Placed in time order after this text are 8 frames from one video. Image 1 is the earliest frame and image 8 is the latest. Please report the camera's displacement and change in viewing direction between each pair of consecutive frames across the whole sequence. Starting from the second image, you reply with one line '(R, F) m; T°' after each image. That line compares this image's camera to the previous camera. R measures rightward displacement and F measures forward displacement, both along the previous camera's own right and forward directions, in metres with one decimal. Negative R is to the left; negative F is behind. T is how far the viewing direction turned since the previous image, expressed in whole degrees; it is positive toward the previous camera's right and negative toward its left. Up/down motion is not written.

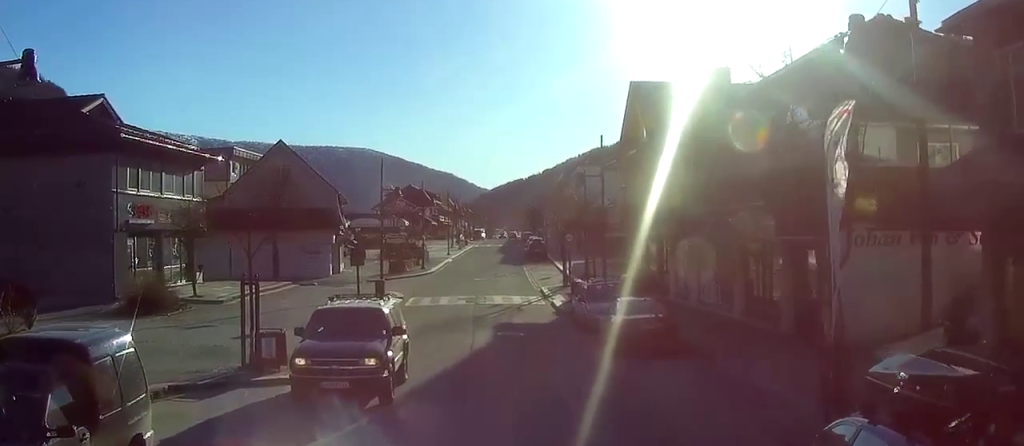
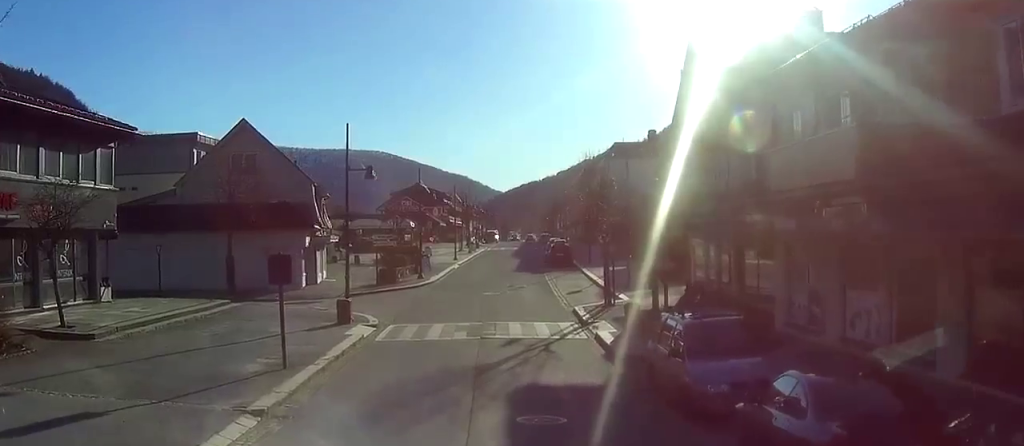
(-1.3, +16.9) m; -3°
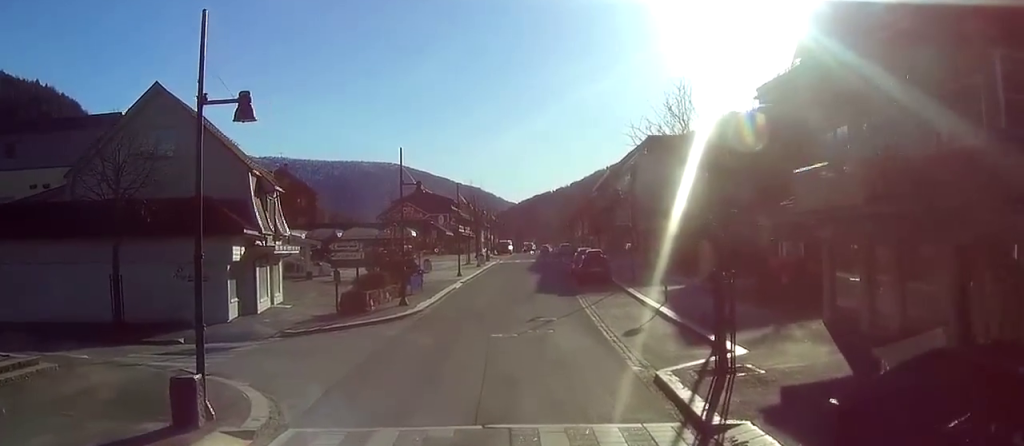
(+1.2, +21.7) m; +7°
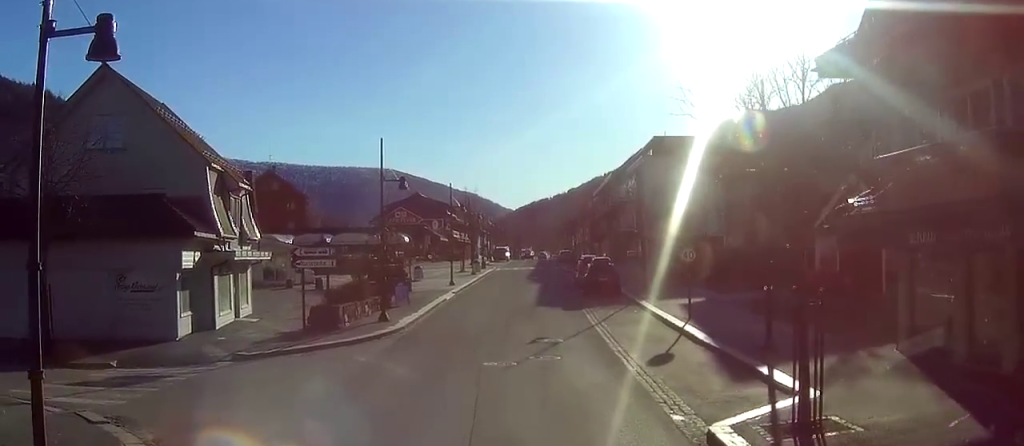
(0.0, +7.0) m; +3°
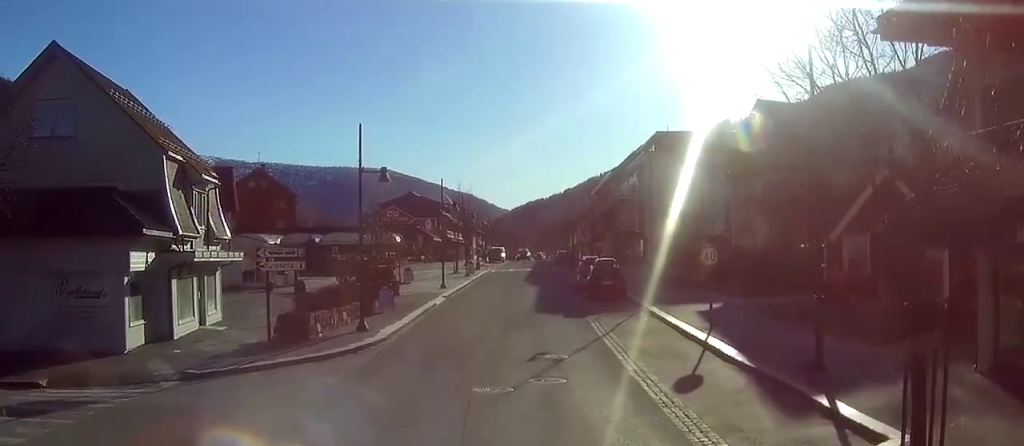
(+0.3, +5.2) m; -3°
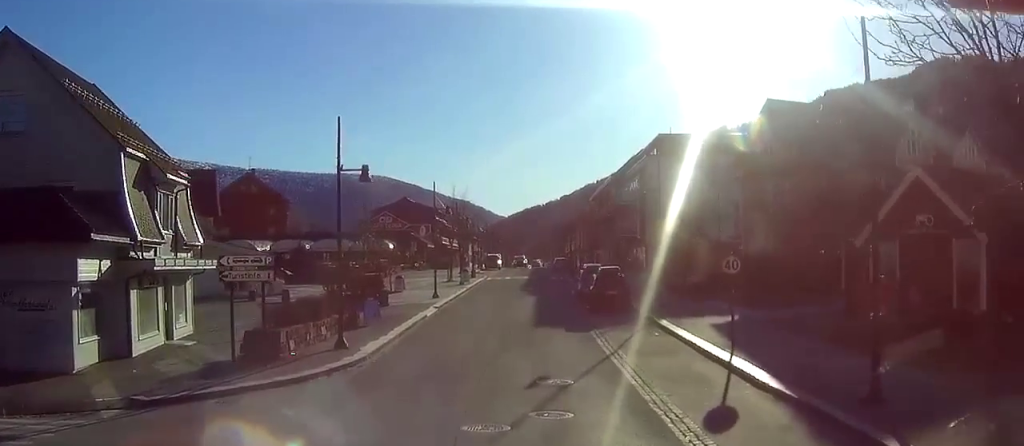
(+0.5, +4.1) m; -3°
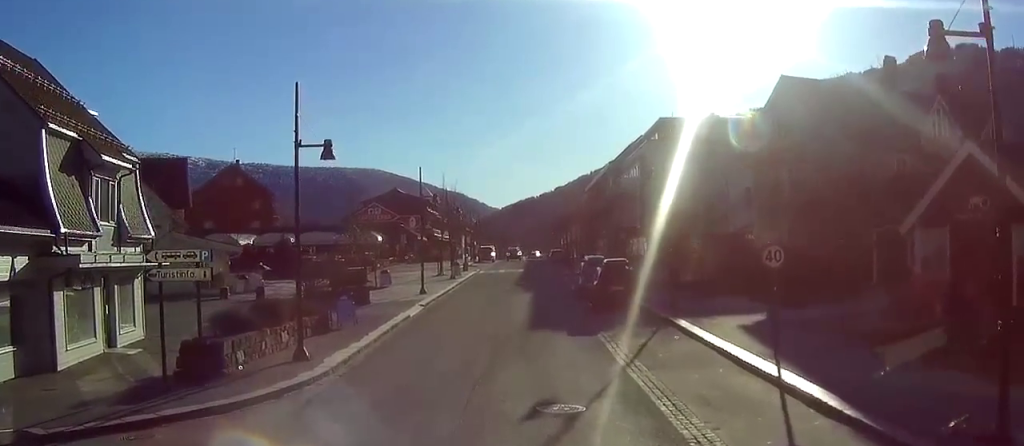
(-0.9, +5.8) m; -6°
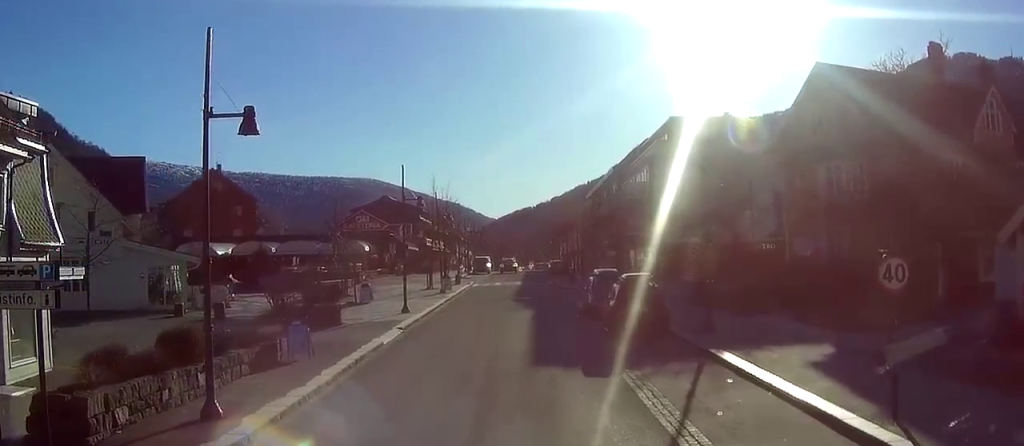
(-0.7, +8.9) m; -3°
